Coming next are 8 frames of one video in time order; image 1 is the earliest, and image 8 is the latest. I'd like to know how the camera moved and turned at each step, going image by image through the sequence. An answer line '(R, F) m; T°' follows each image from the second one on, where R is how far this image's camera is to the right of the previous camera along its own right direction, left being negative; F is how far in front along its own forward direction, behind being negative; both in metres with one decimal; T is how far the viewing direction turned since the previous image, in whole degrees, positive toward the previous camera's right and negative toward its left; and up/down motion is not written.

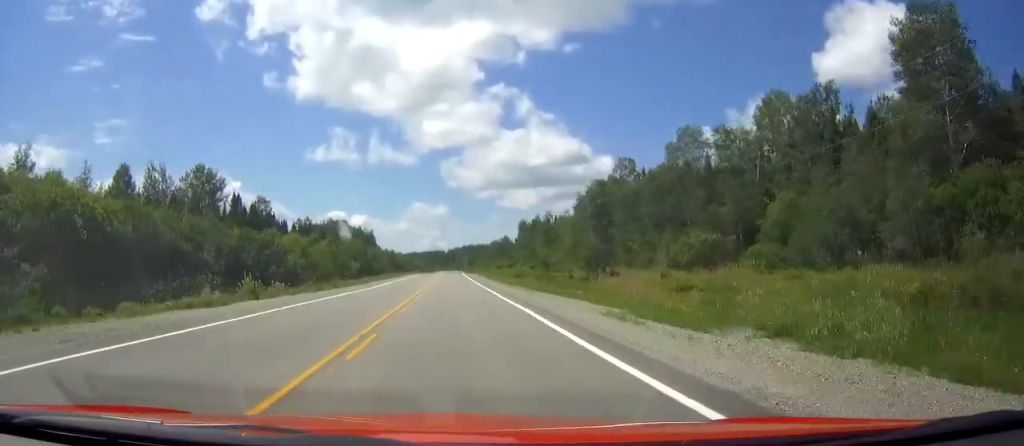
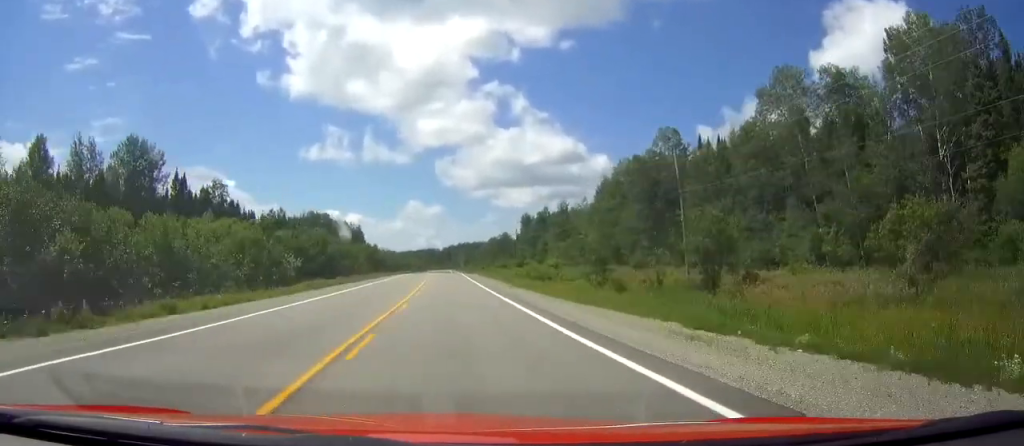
(+0.1, +27.1) m; 0°
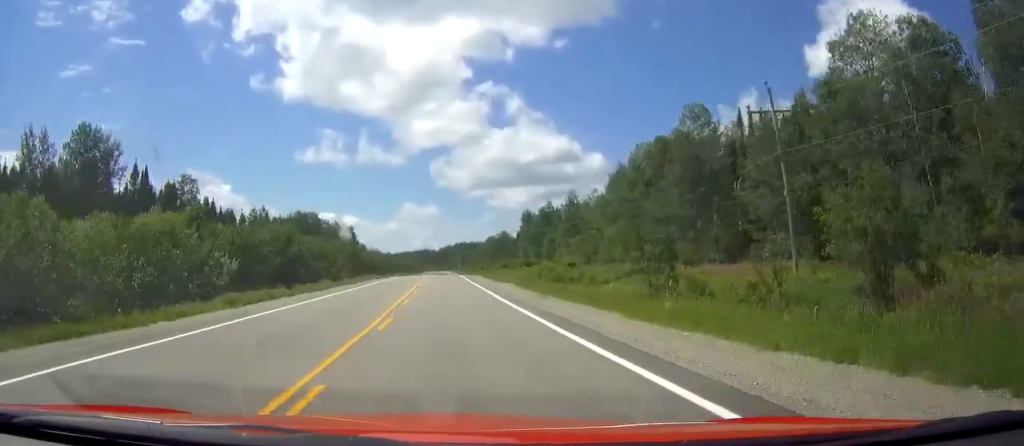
(0.0, +13.5) m; 0°
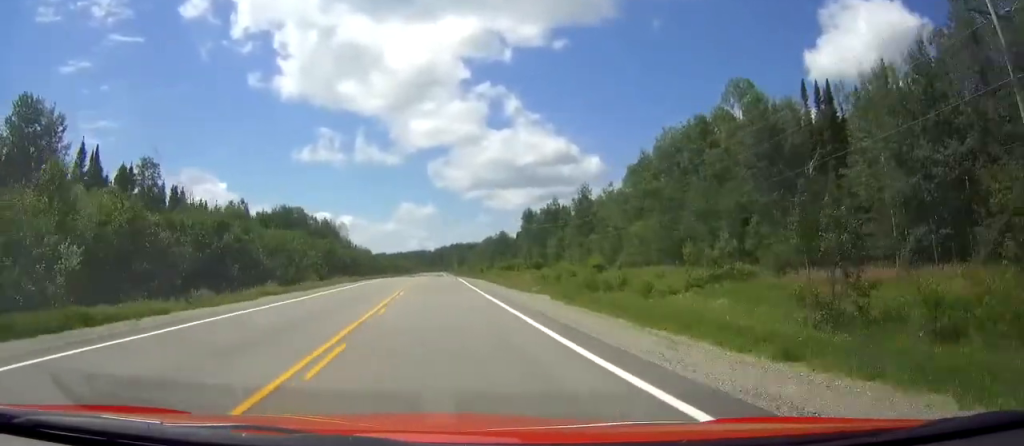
(+0.1, +14.6) m; 0°
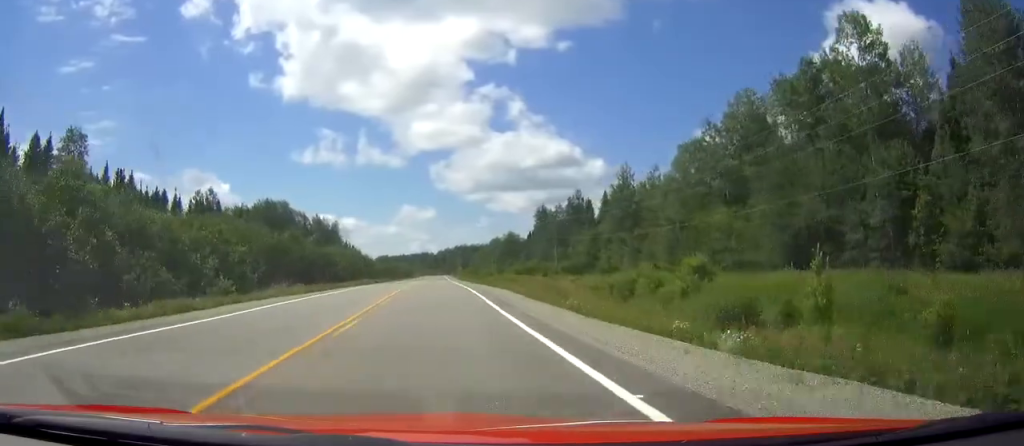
(+0.1, +22.9) m; 0°
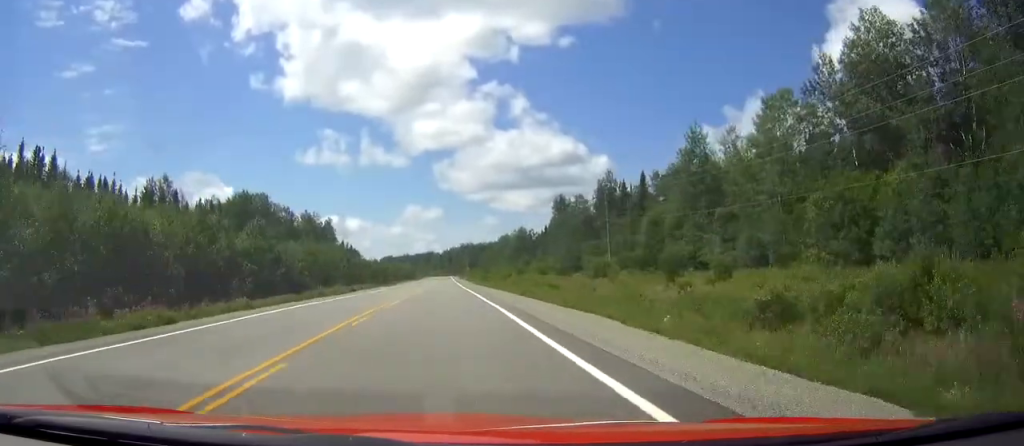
(0.0, +23.9) m; 0°
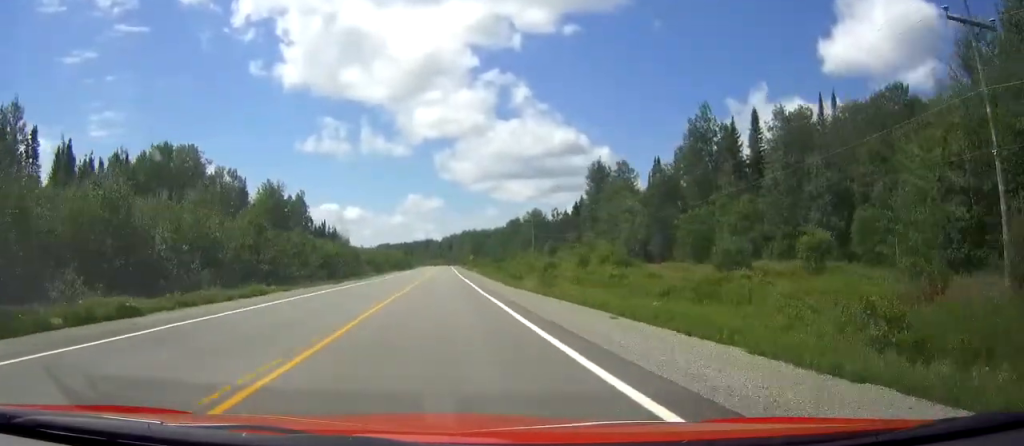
(-0.1, +43.4) m; 0°
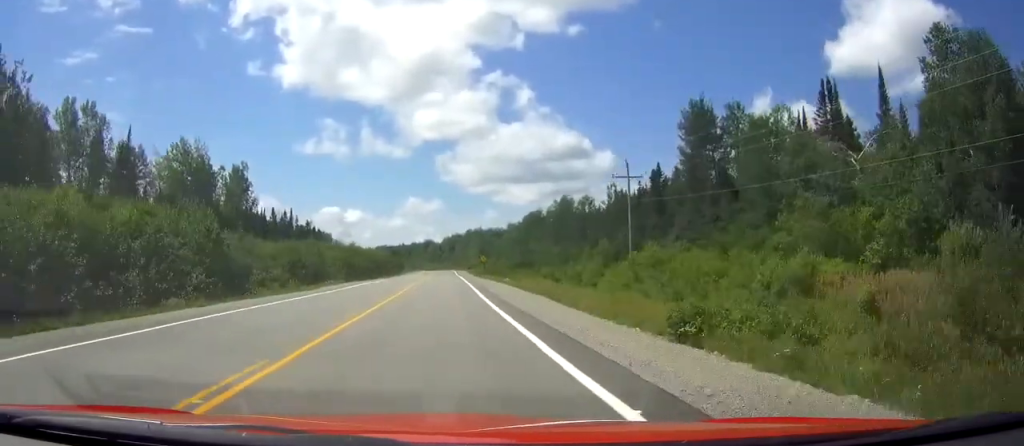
(-0.1, +54.3) m; 0°
